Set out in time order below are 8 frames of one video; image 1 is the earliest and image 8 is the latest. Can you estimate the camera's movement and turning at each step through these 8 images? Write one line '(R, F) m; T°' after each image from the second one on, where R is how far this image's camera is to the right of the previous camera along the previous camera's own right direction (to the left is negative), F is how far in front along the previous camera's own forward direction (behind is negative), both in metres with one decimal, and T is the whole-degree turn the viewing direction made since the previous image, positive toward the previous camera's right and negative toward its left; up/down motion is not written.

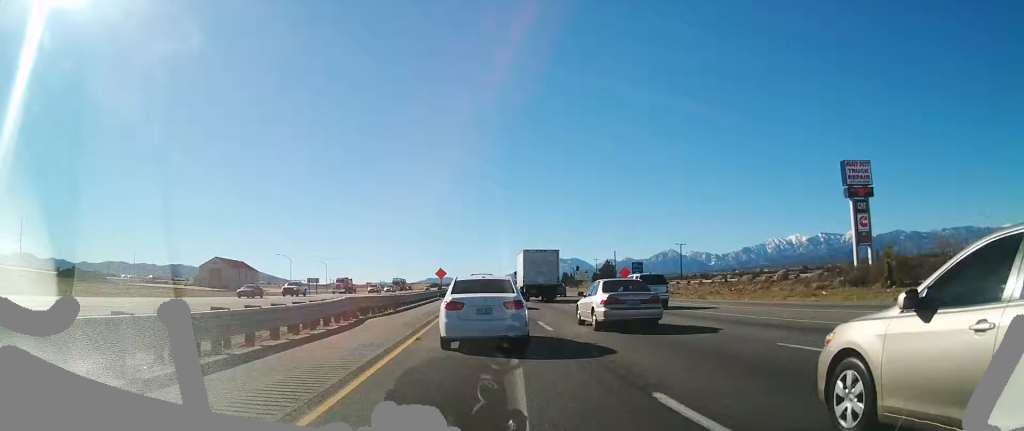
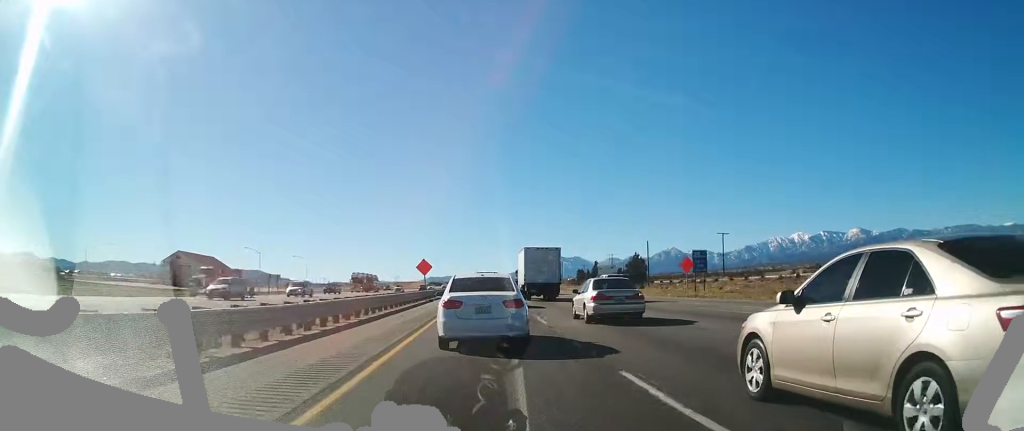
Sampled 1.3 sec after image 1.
(-0.3, +27.0) m; -1°
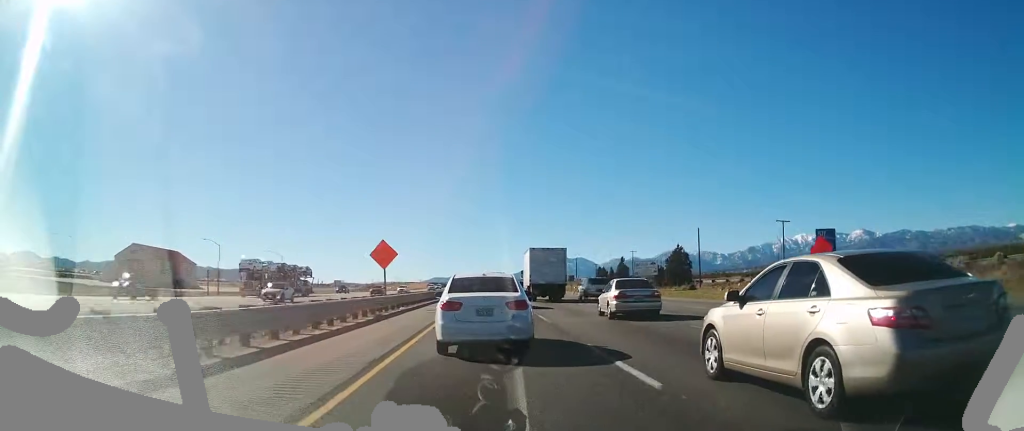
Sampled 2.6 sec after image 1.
(+0.2, +26.4) m; +1°
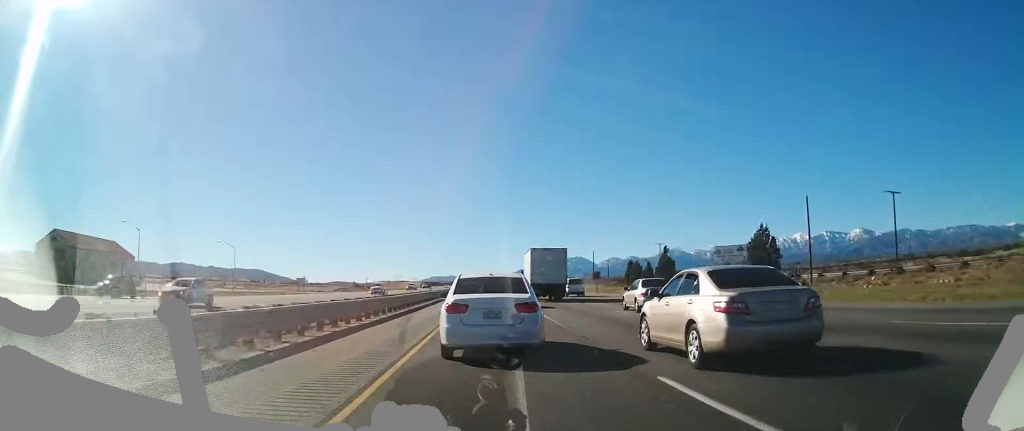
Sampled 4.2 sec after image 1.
(-0.8, +33.2) m; -2°
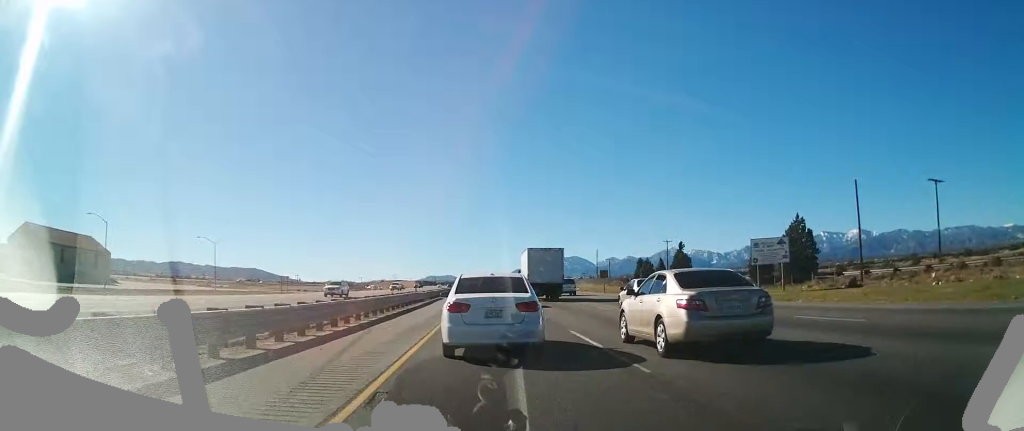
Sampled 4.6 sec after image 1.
(-0.3, +9.5) m; 0°
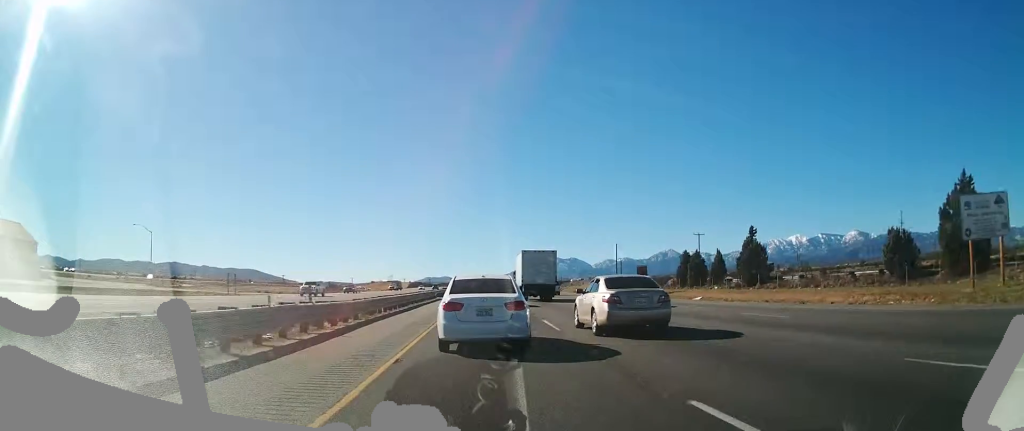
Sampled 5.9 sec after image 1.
(+0.8, +26.1) m; +2°
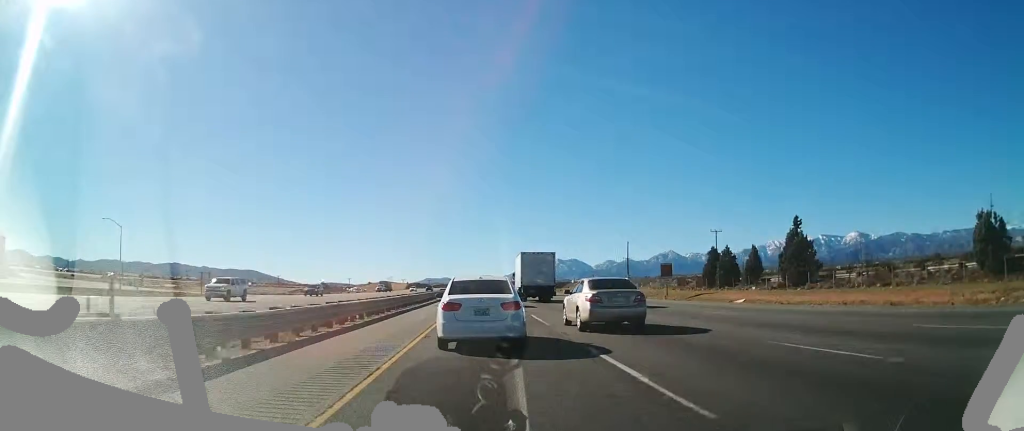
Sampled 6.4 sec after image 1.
(0.0, +10.0) m; 0°
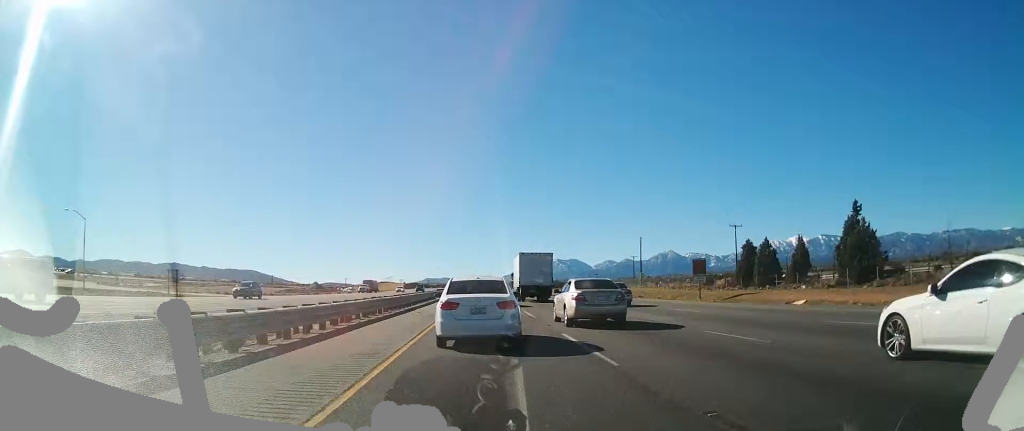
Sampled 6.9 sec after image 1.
(0.0, +10.1) m; 0°
